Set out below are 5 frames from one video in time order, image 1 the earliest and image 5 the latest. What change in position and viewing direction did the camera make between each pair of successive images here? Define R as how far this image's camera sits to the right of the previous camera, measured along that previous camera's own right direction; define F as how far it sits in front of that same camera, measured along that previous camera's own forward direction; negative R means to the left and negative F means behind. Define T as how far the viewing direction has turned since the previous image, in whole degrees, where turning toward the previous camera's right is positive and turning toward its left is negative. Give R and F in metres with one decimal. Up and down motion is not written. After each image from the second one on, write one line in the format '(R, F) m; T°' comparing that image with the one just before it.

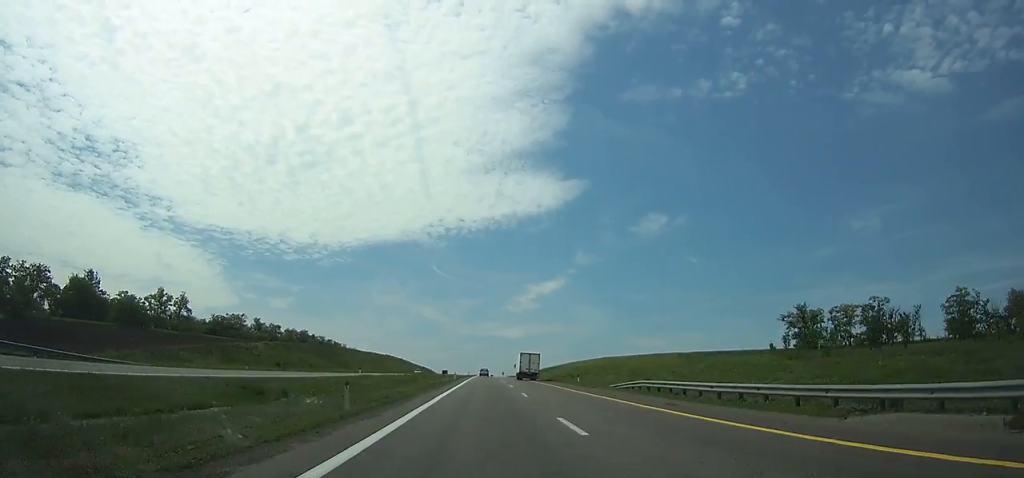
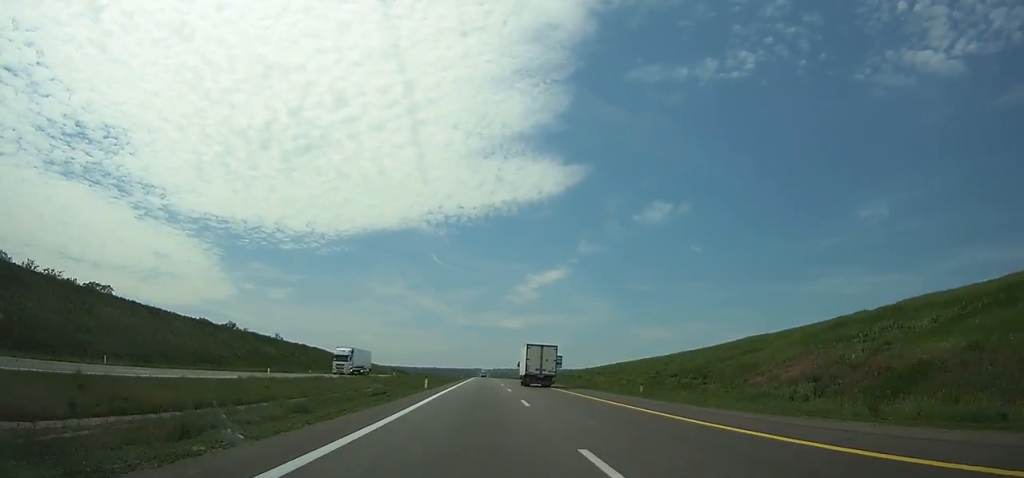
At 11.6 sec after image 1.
(-0.1, +280.3) m; 0°
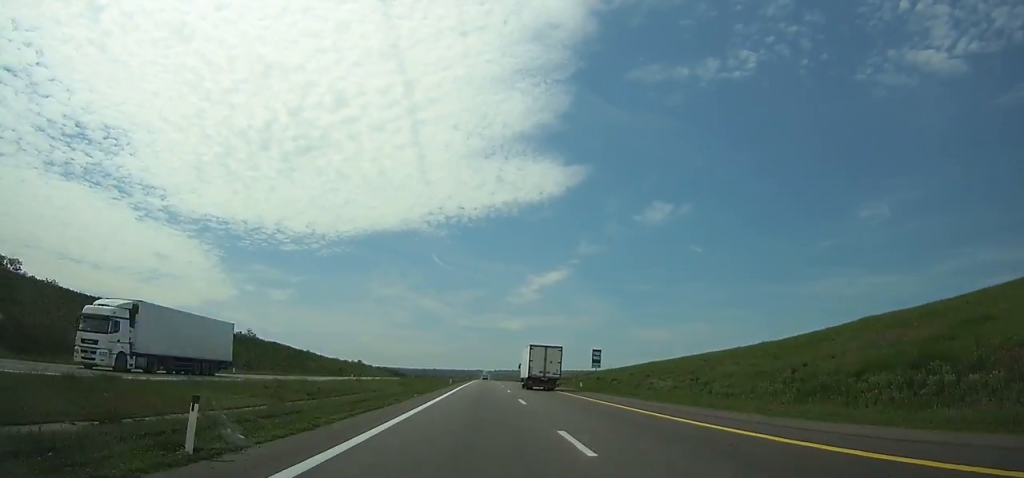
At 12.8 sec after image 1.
(0.0, +28.9) m; 0°
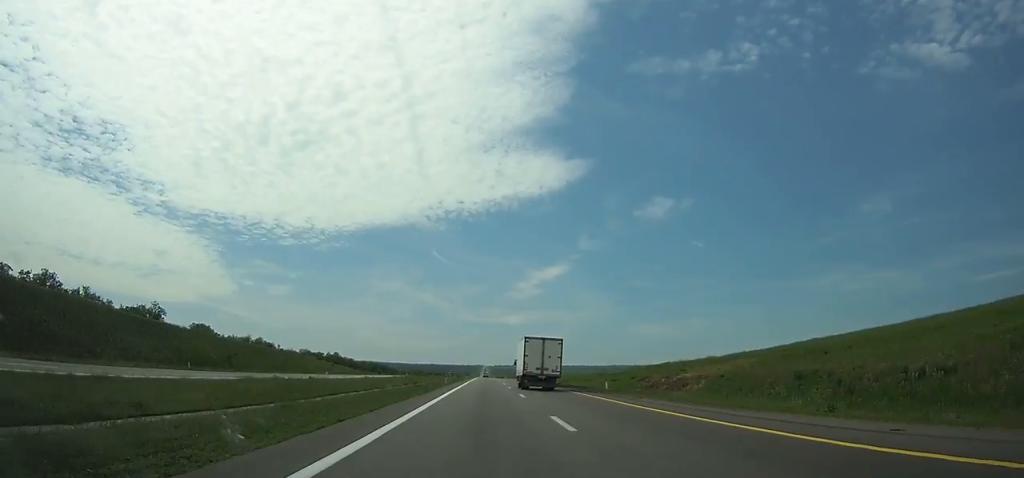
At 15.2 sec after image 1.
(0.0, +58.6) m; 0°
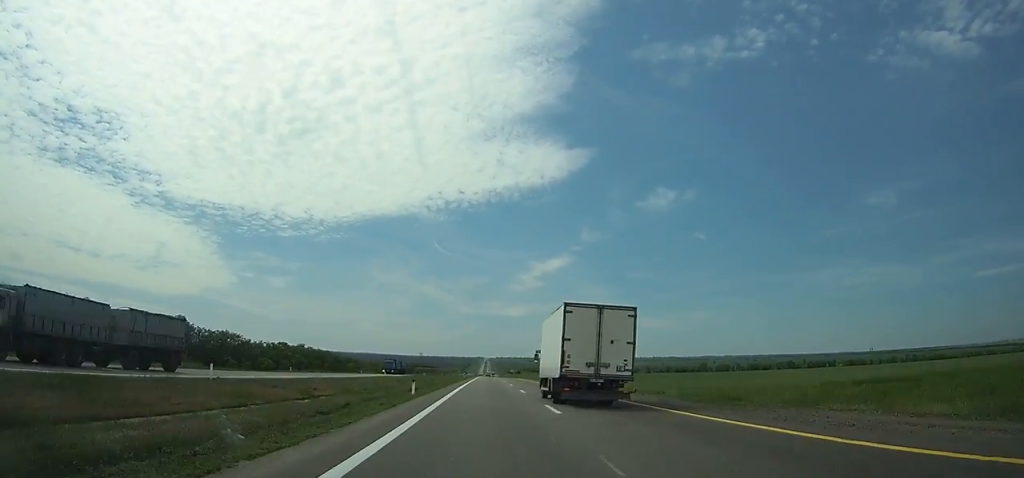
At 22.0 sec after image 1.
(+0.2, +169.0) m; 0°
